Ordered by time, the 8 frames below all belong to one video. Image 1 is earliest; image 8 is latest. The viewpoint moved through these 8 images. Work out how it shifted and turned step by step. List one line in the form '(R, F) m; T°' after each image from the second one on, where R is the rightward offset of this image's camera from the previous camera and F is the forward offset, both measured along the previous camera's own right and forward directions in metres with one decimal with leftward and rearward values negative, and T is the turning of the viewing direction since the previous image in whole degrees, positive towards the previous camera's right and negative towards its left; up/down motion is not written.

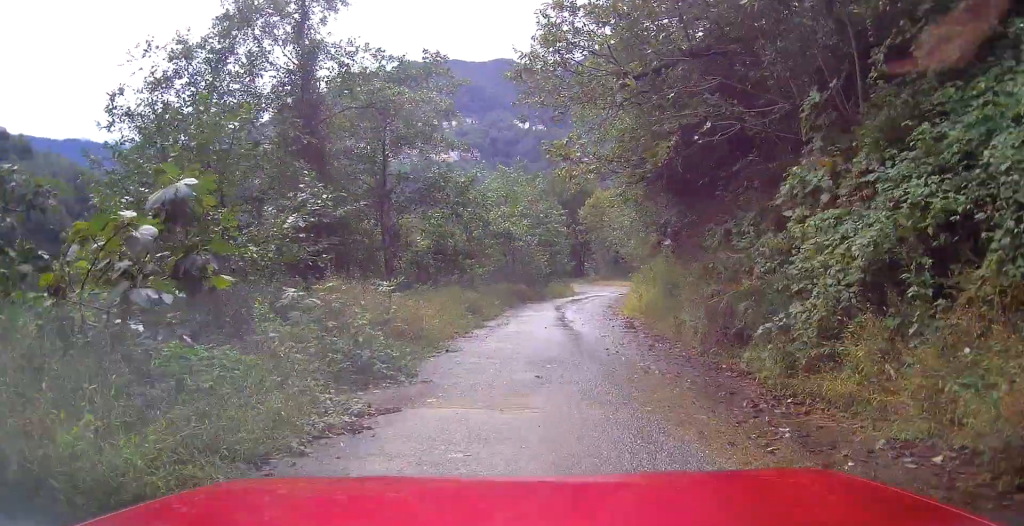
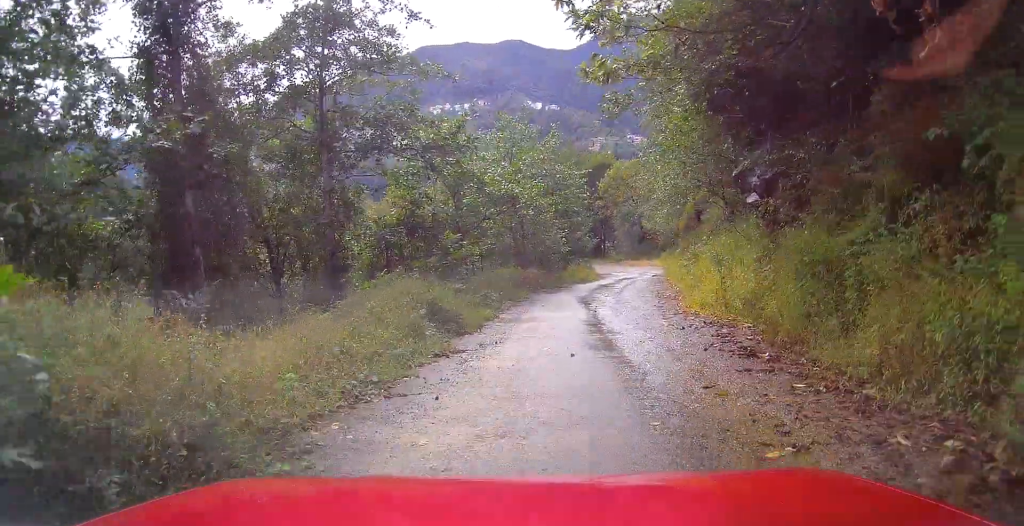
(0.0, +7.6) m; 0°
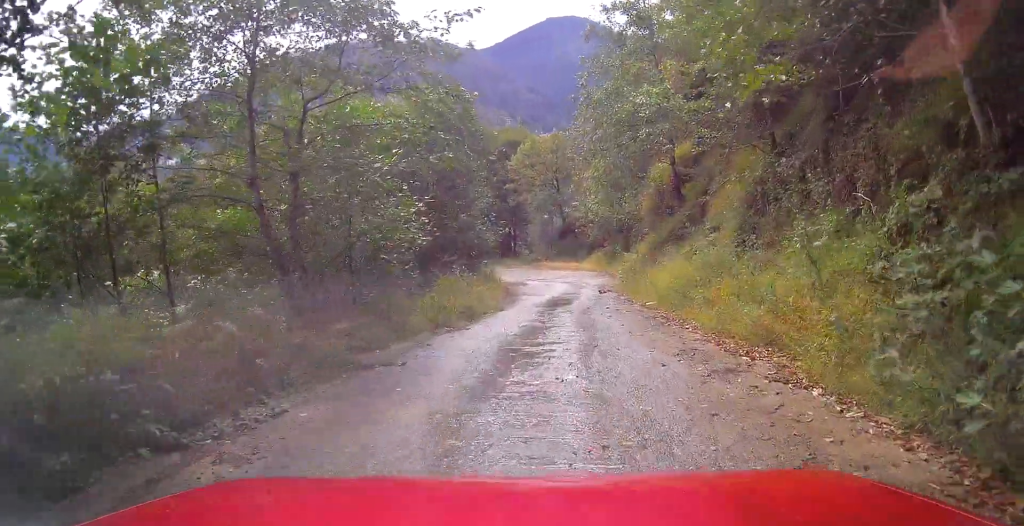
(+1.0, +16.5) m; +6°
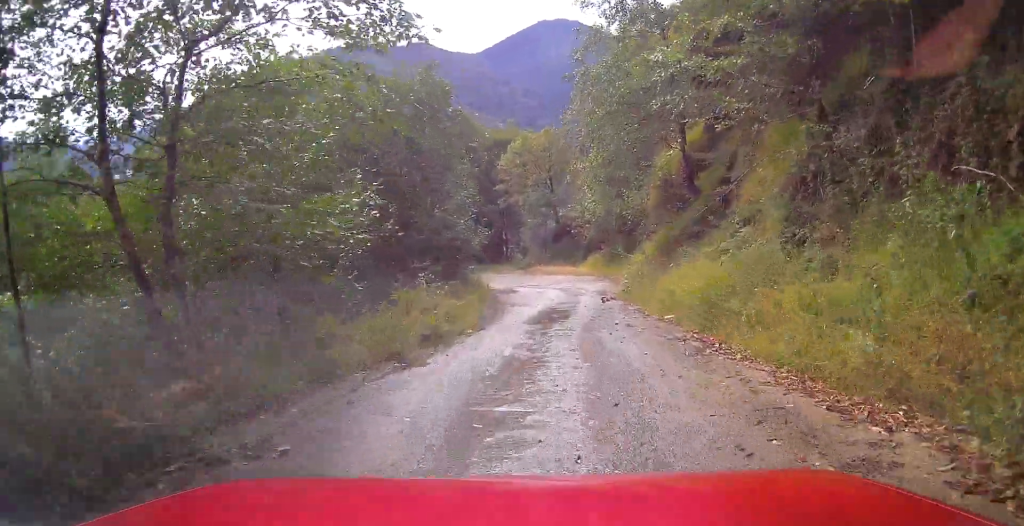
(+0.1, +3.1) m; -1°
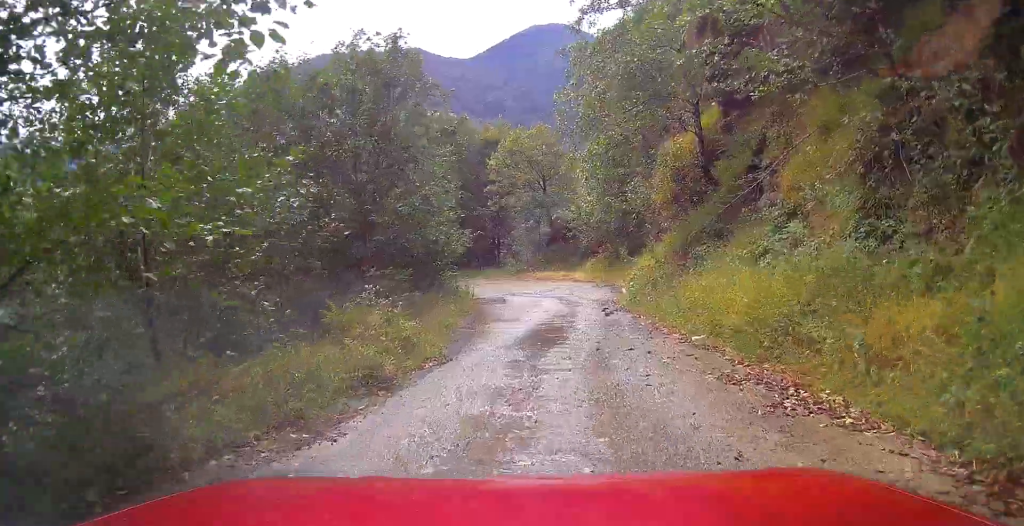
(-0.1, +2.8) m; -1°
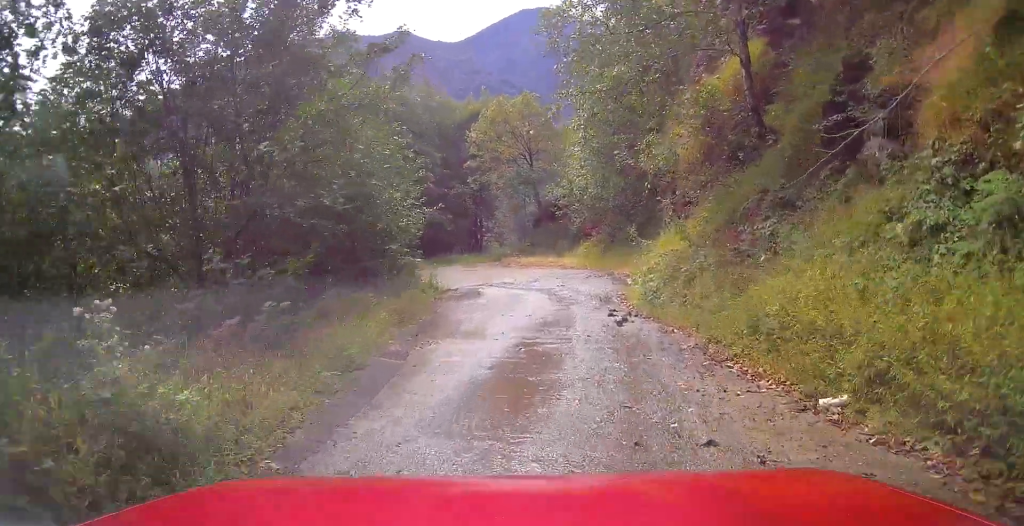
(-0.2, +4.9) m; -2°
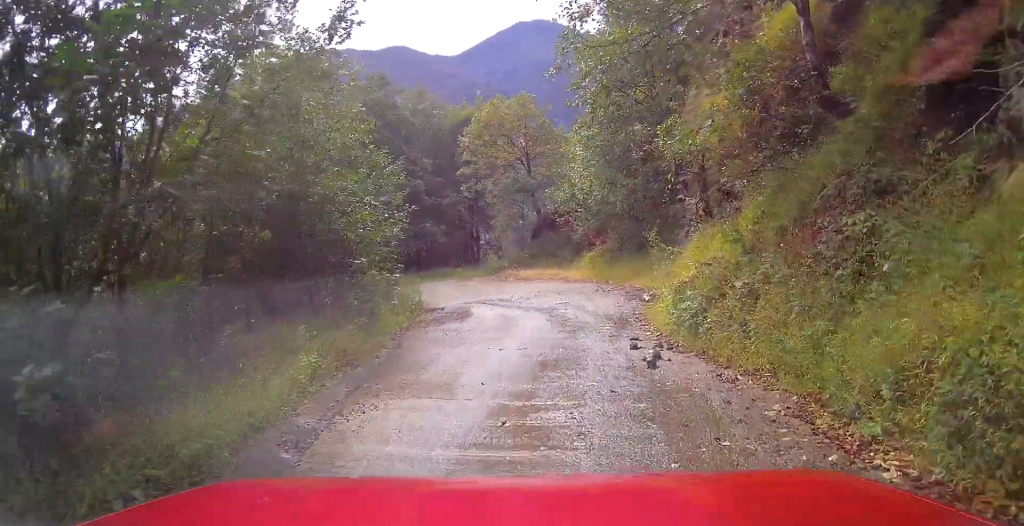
(0.0, +3.0) m; +1°
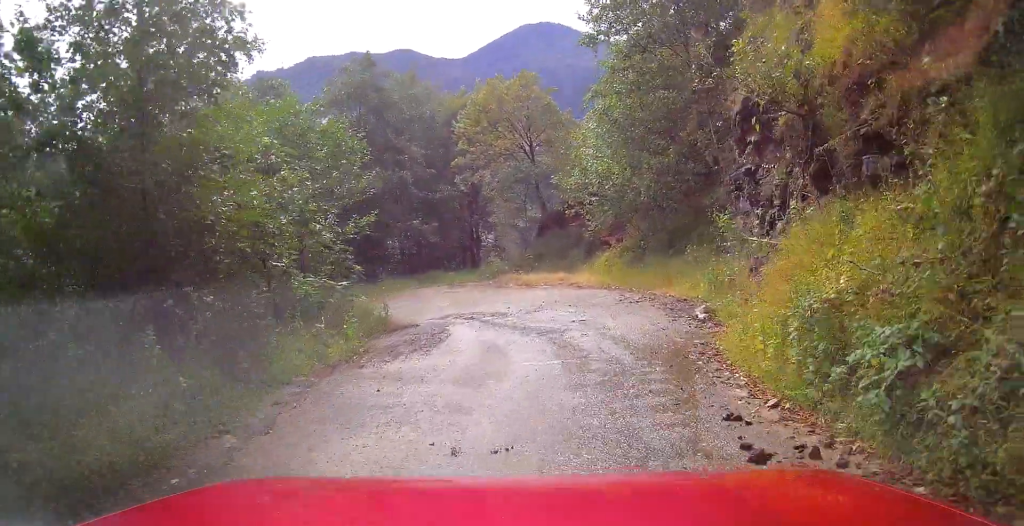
(0.0, +4.8) m; +2°
